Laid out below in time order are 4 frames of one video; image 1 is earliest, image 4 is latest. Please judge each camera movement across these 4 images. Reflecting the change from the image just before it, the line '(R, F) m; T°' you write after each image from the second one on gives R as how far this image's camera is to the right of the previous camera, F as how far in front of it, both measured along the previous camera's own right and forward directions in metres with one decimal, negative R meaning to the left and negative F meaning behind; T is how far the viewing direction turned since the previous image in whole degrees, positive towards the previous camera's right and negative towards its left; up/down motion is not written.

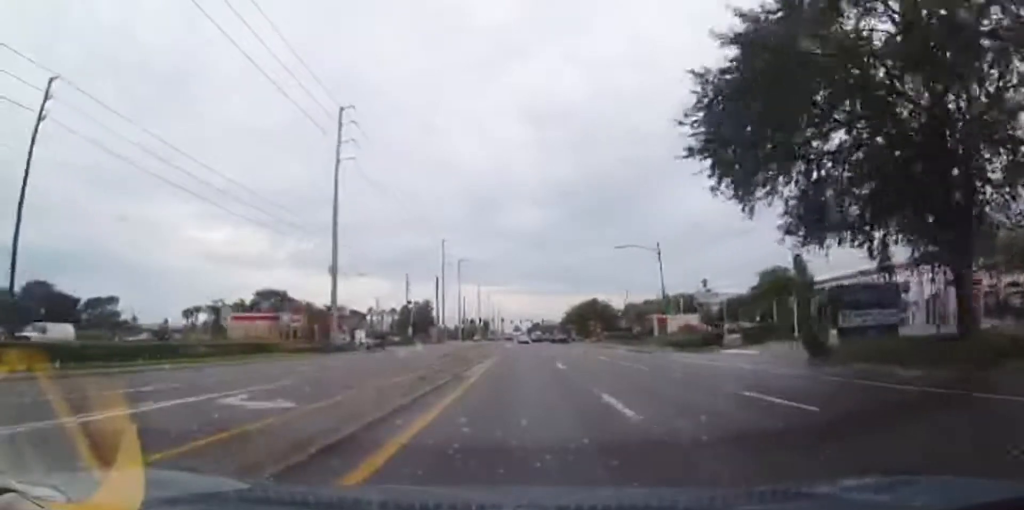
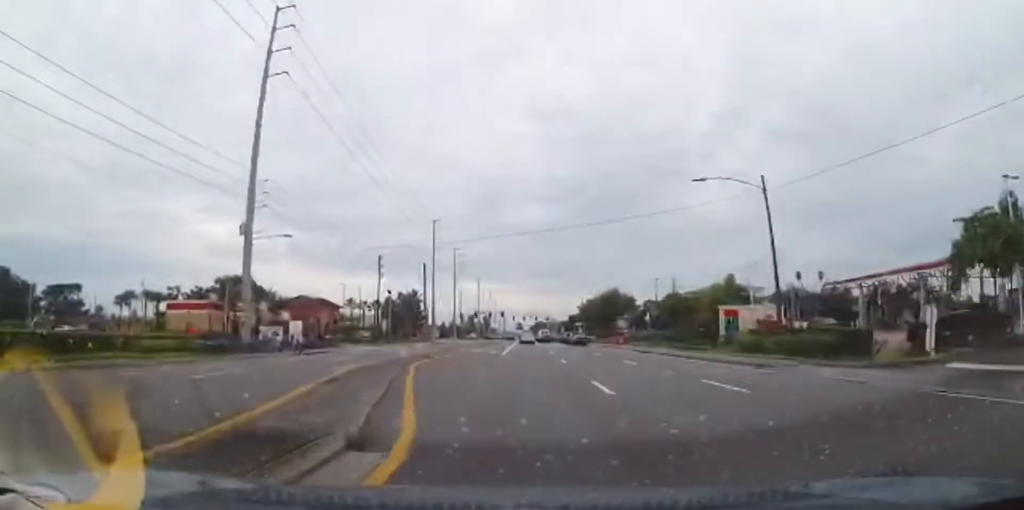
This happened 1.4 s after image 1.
(0.0, +23.5) m; 0°
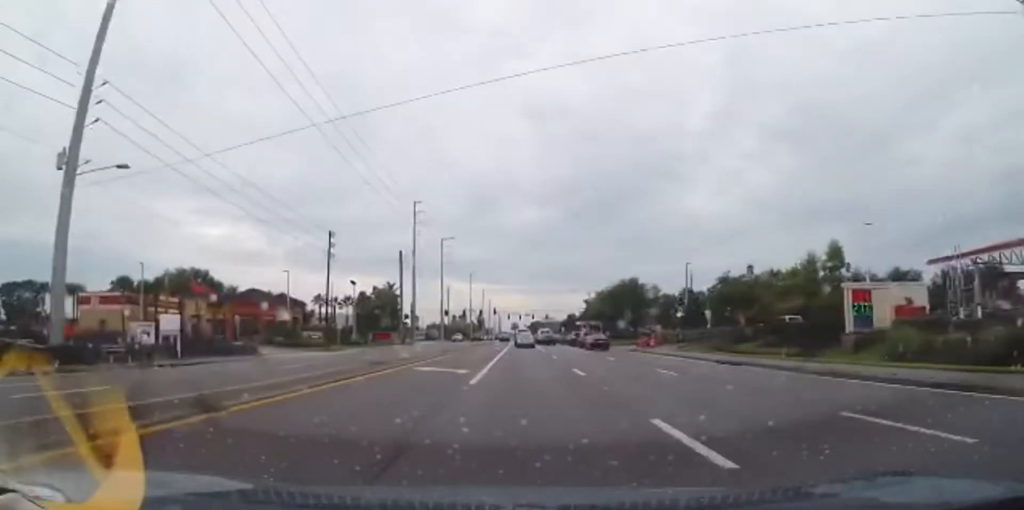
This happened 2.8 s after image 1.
(0.0, +20.4) m; 0°
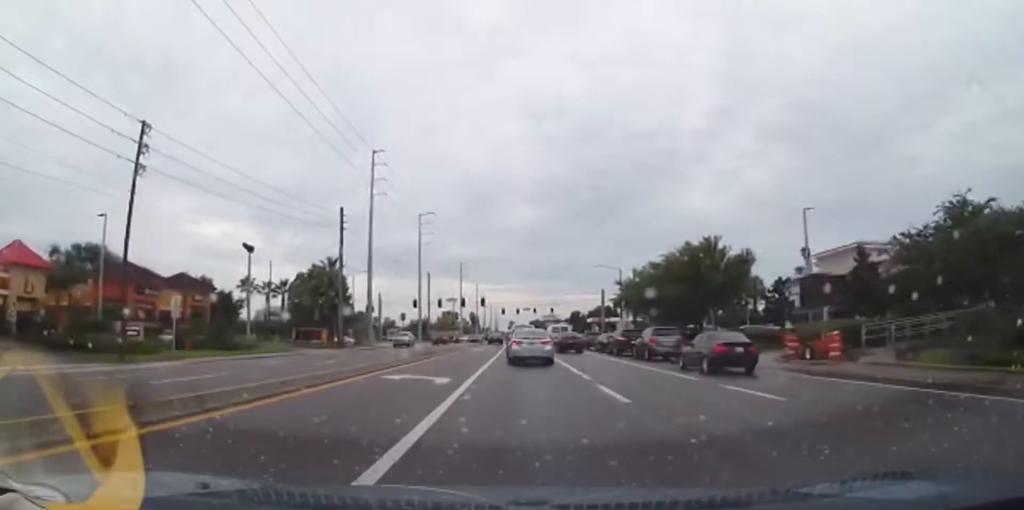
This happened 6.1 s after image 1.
(0.0, +35.6) m; 0°
